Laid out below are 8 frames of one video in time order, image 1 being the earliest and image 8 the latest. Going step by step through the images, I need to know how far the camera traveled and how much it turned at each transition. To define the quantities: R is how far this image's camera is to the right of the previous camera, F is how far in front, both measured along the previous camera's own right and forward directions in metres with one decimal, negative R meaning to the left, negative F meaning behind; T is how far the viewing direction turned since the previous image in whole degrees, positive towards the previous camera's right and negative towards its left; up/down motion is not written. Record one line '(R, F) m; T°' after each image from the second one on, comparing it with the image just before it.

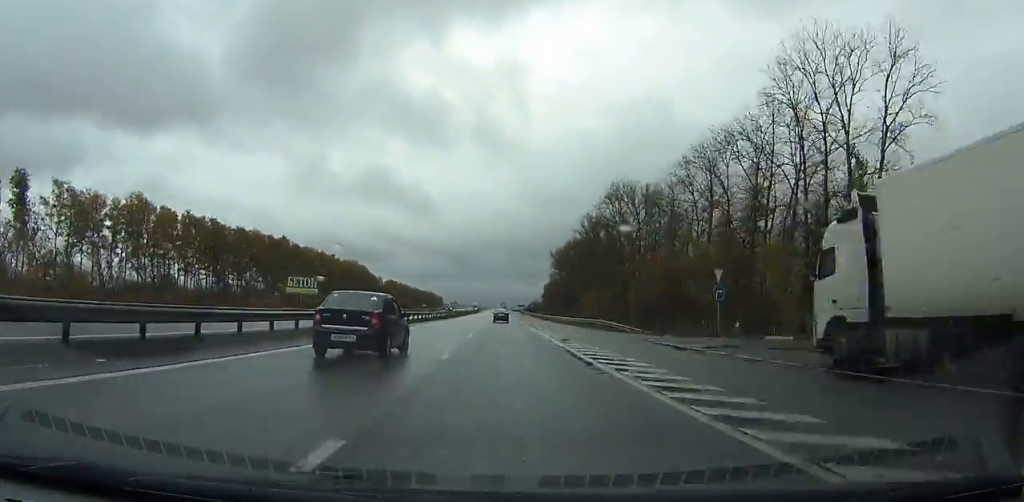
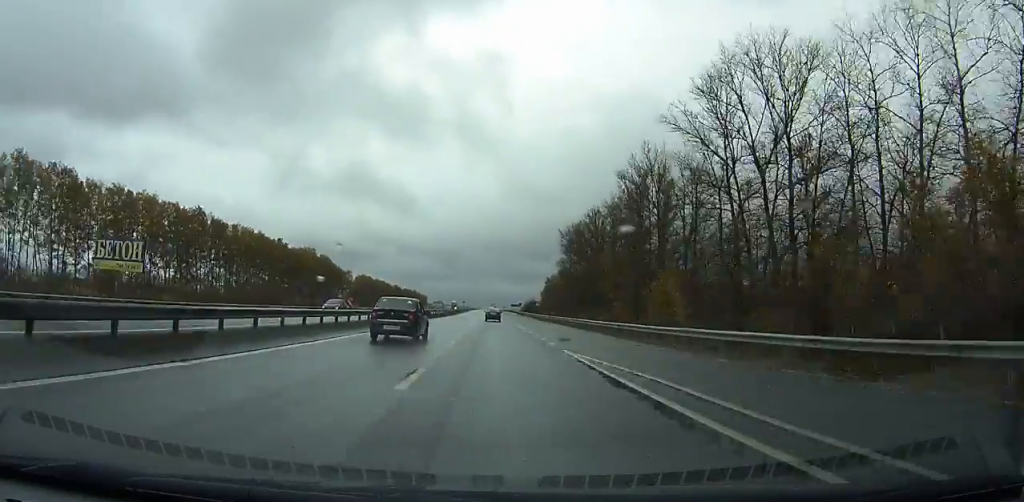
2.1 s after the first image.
(+0.1, +51.3) m; 0°
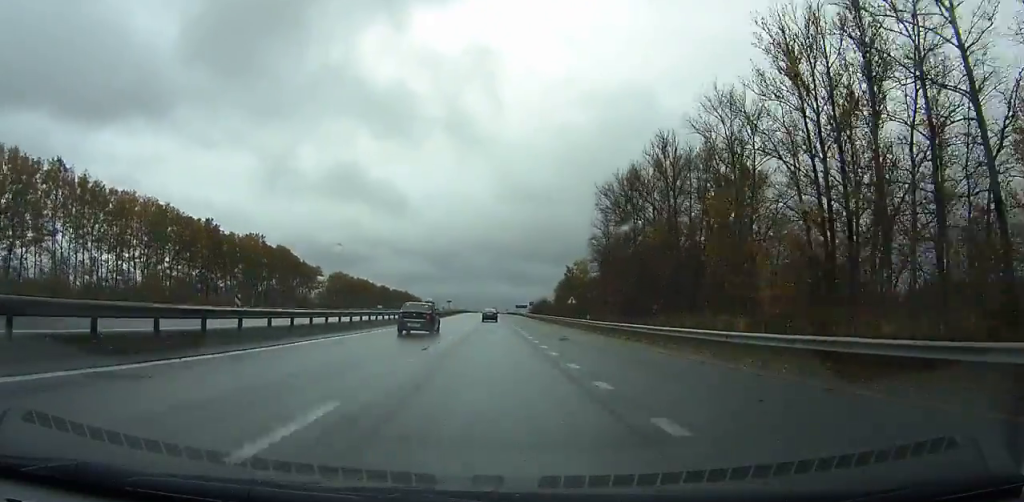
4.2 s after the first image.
(+0.4, +51.8) m; 0°
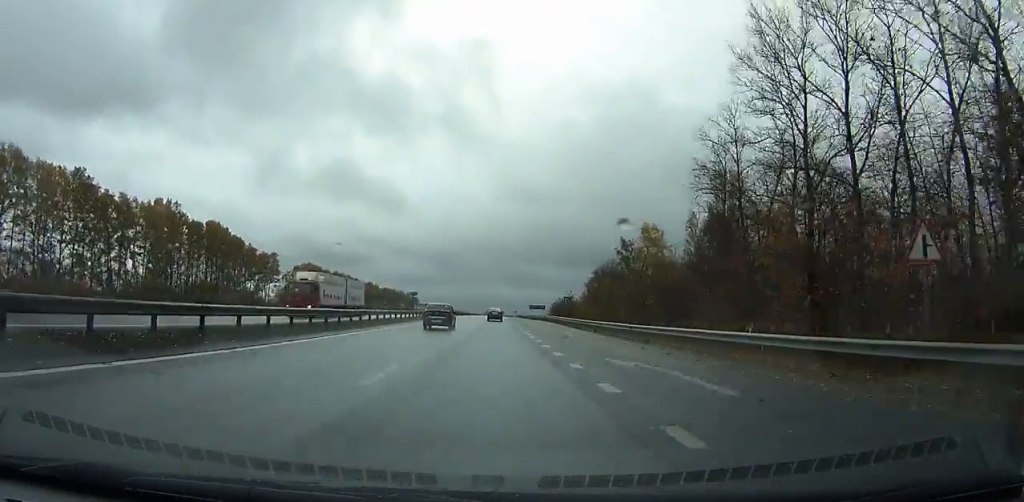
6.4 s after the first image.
(-0.2, +54.8) m; 0°
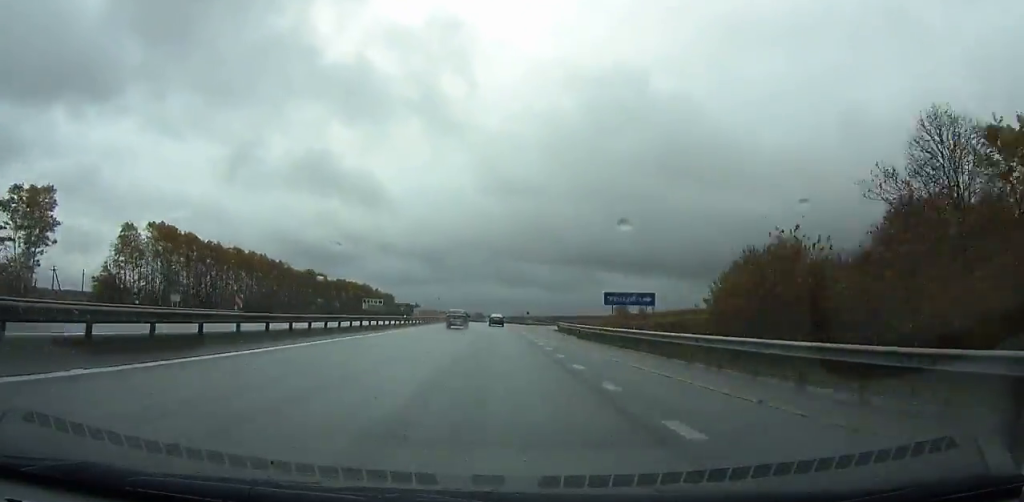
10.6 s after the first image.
(-0.4, +104.9) m; 0°
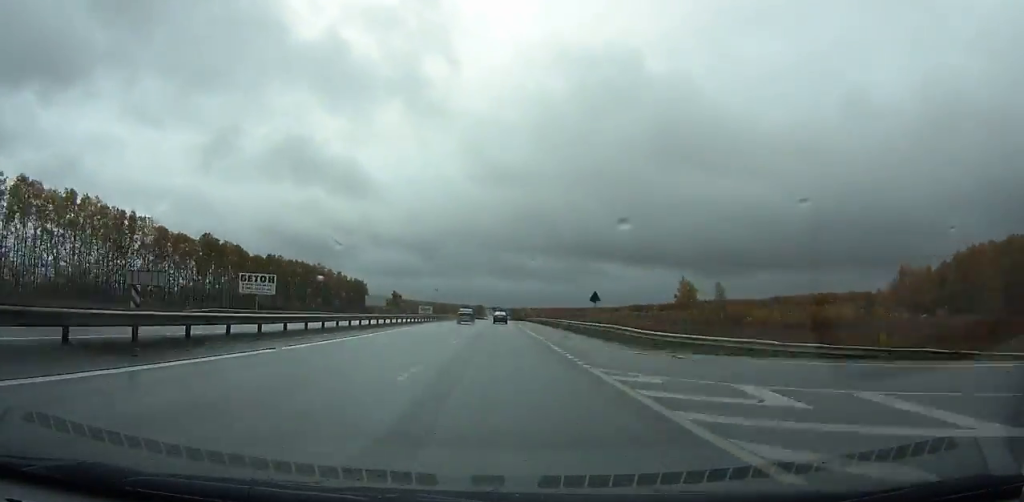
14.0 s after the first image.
(+0.5, +85.1) m; 0°
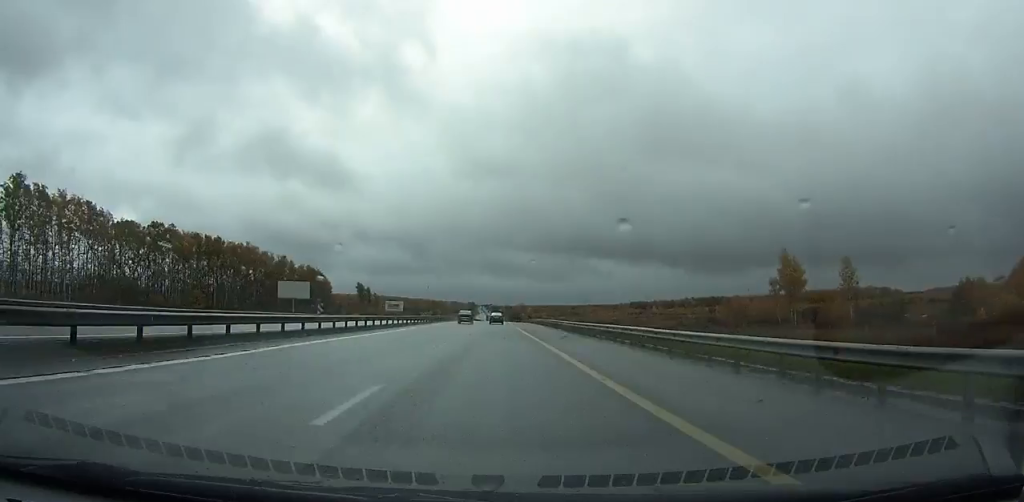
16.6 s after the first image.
(+0.1, +65.6) m; 0°
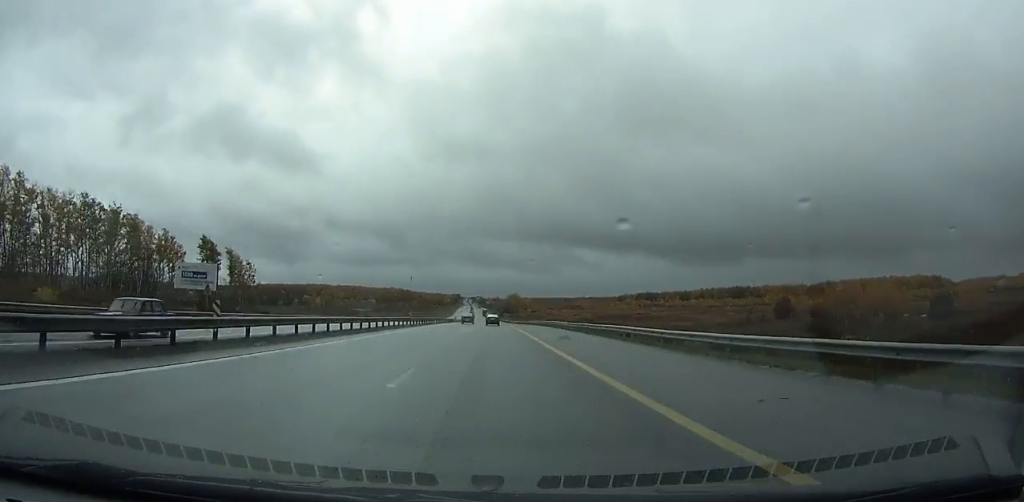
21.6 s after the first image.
(+1.0, +129.3) m; +1°
